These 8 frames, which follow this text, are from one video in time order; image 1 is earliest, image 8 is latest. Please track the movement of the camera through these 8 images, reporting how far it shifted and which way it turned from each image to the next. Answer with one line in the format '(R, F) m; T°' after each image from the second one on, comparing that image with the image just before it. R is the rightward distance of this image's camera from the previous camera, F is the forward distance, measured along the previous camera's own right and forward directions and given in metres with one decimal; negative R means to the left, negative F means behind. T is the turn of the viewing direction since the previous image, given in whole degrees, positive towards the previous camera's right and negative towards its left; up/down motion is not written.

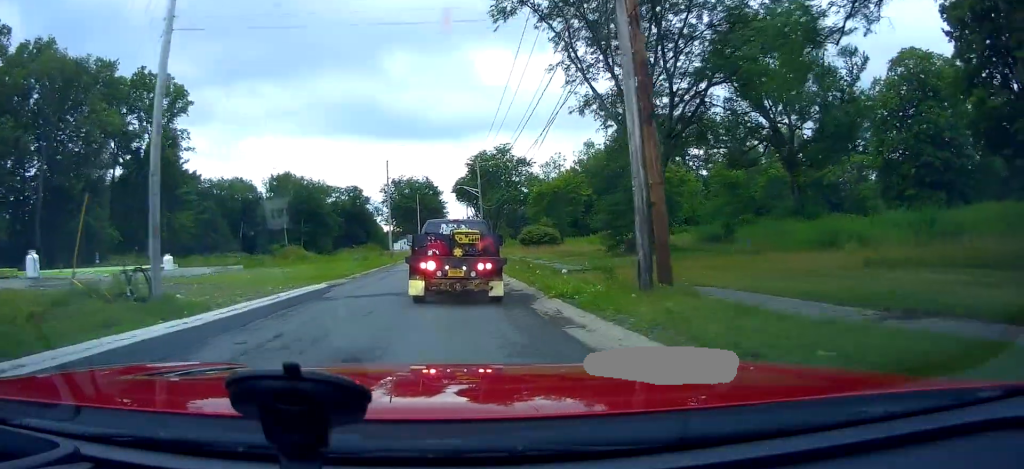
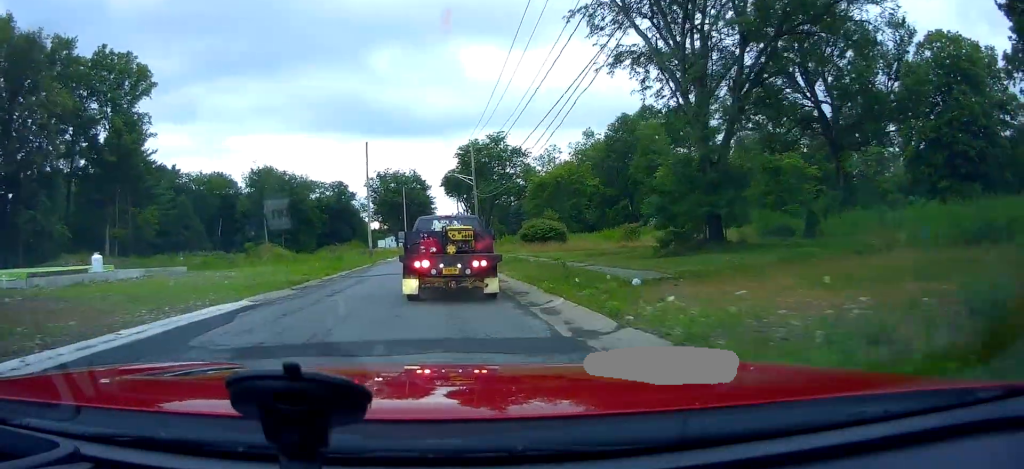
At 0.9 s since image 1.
(-0.9, +8.5) m; -3°
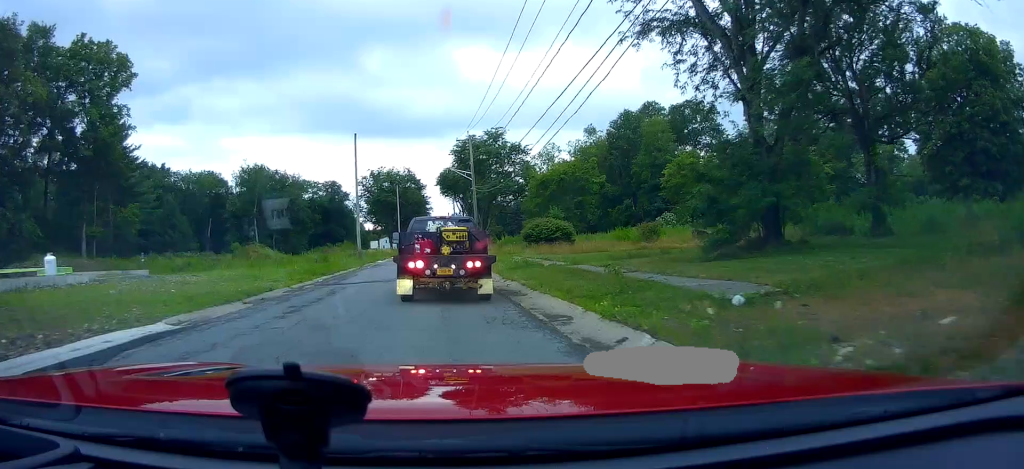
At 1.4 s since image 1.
(+0.2, +4.7) m; 0°
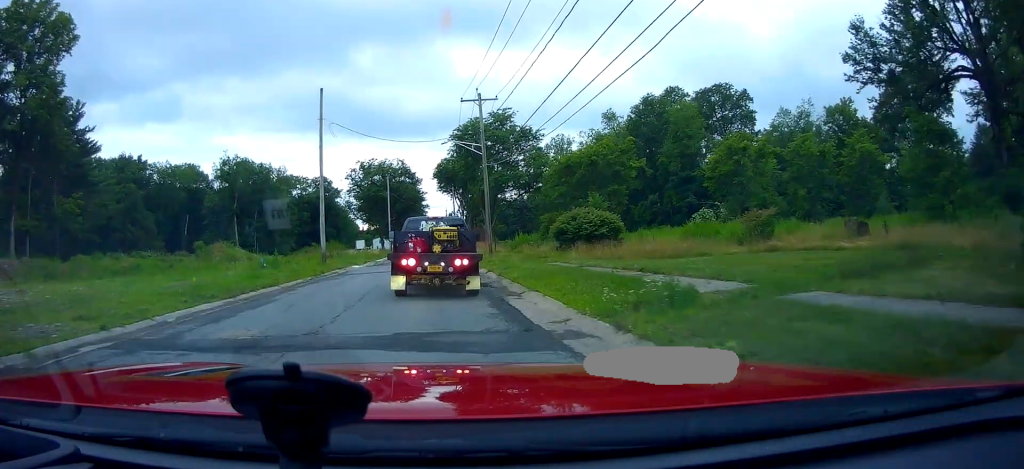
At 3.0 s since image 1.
(-0.2, +14.2) m; +4°
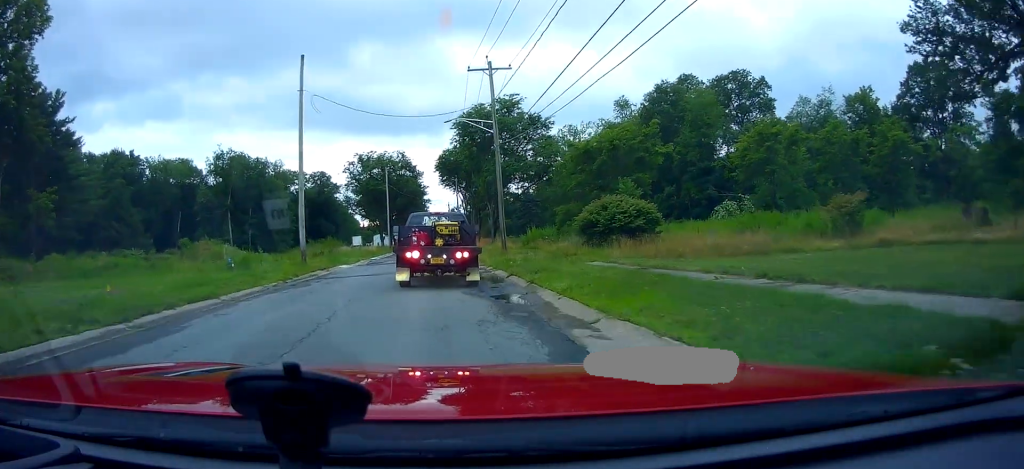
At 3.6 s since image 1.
(+0.7, +5.9) m; 0°
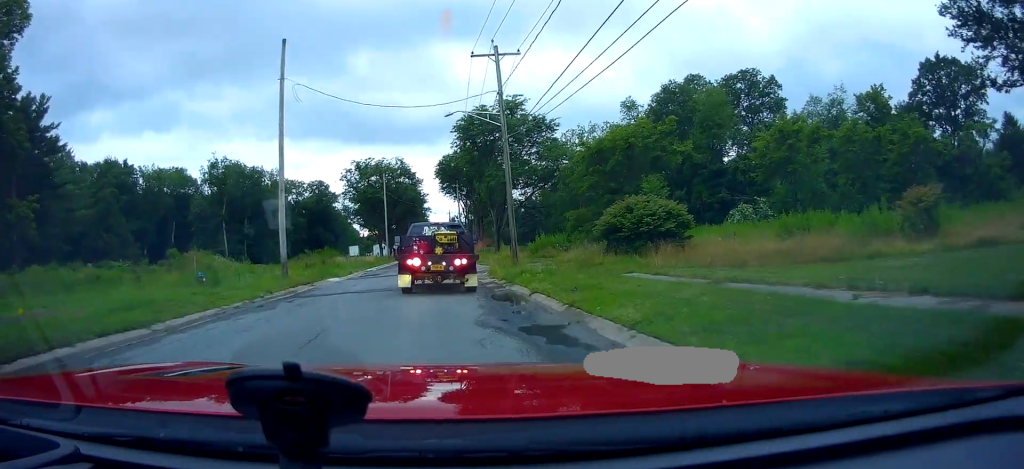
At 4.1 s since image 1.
(+0.1, +3.8) m; 0°
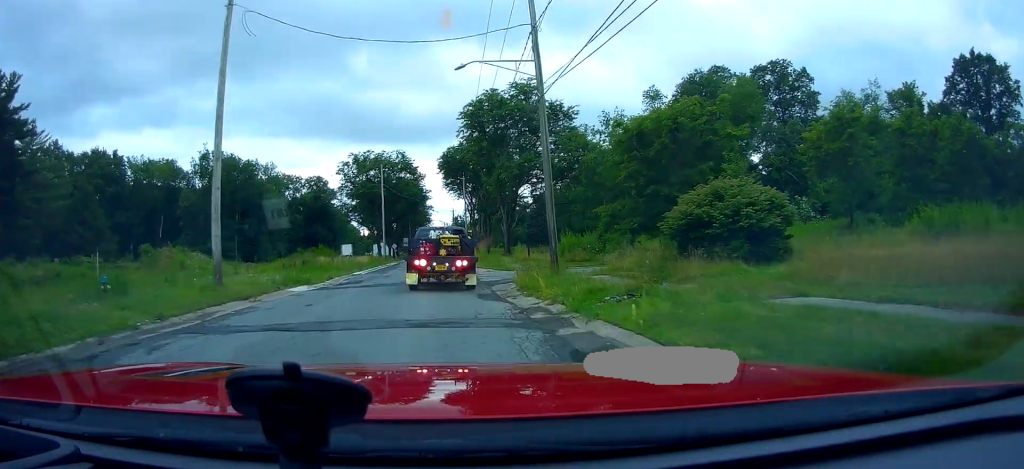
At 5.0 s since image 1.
(-0.8, +8.2) m; 0°
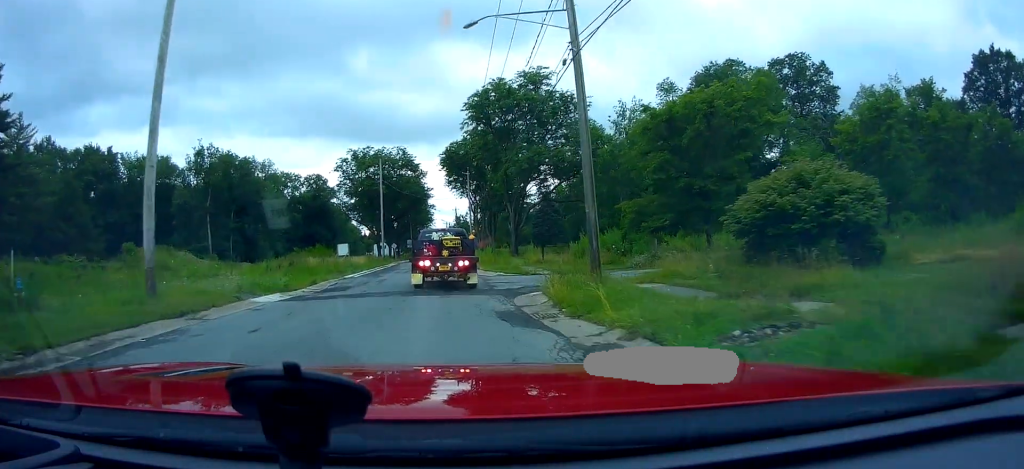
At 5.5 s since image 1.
(+0.5, +4.5) m; 0°
